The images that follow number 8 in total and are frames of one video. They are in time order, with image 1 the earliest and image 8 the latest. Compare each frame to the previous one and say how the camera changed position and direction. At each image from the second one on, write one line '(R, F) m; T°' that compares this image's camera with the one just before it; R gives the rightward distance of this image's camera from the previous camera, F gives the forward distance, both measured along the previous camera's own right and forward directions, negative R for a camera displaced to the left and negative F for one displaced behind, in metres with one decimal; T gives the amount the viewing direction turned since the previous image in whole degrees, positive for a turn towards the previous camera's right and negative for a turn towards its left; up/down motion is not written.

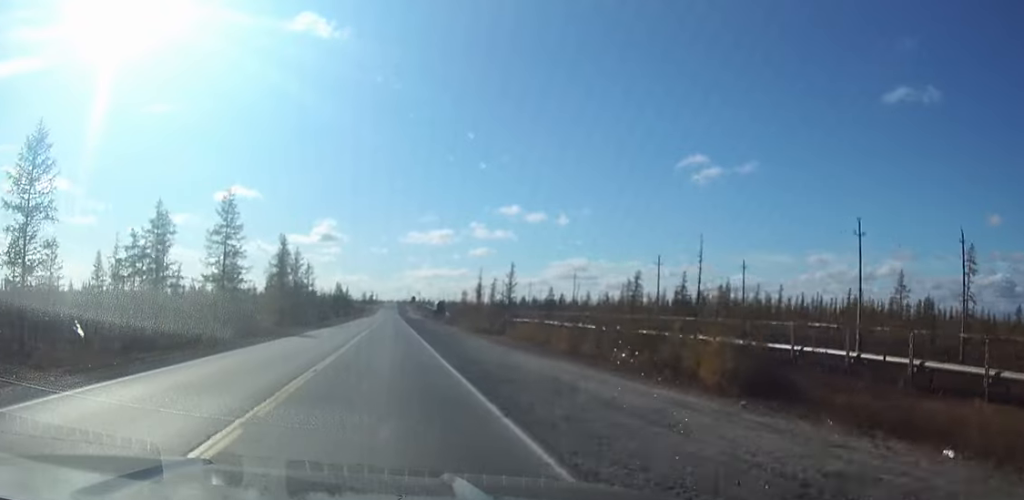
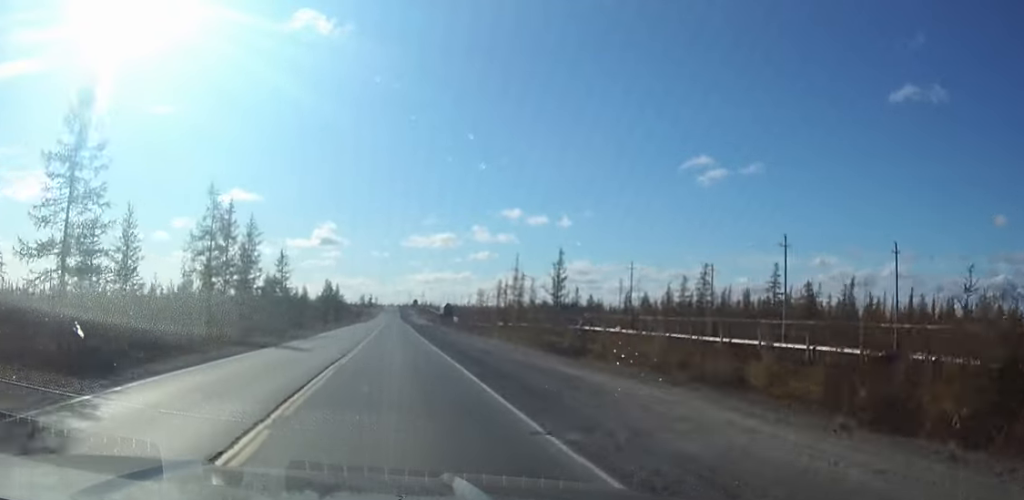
(+0.1, +30.7) m; +1°
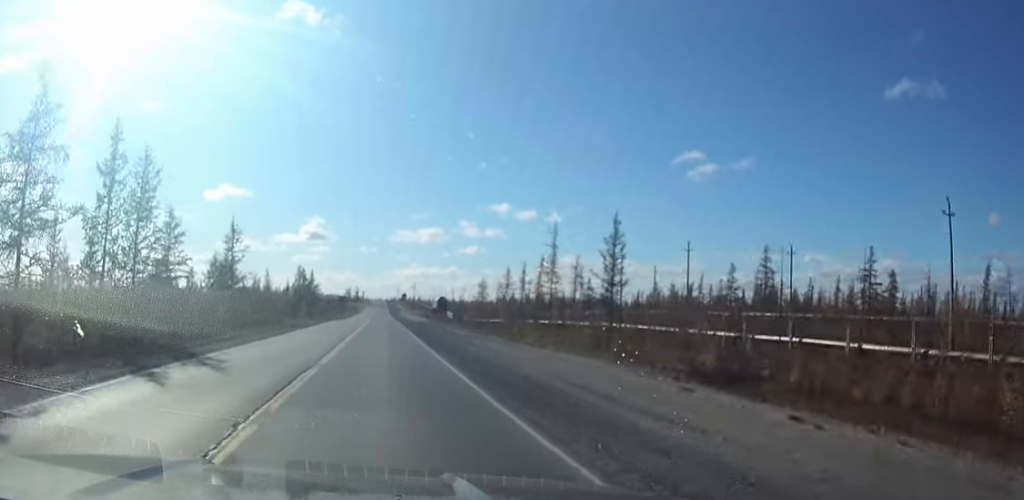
(+0.2, +23.8) m; 0°
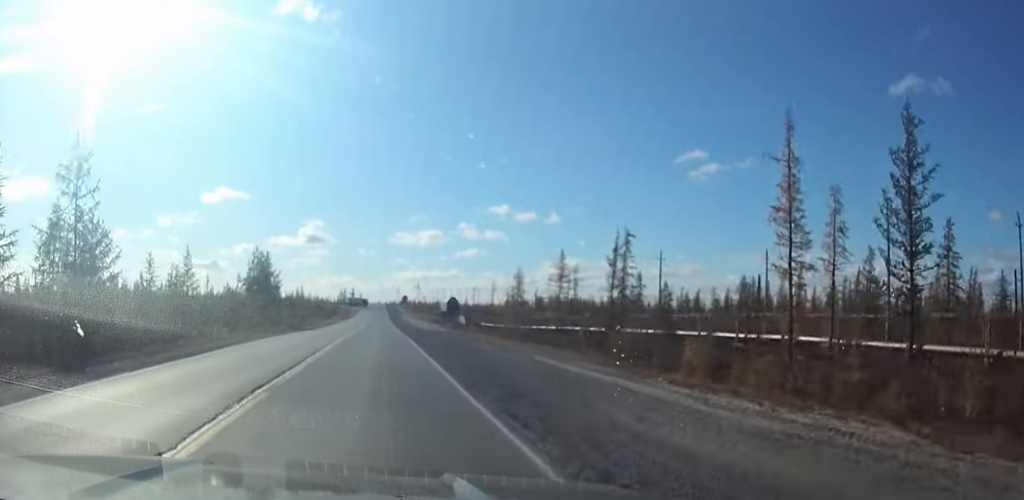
(0.0, +36.9) m; 0°
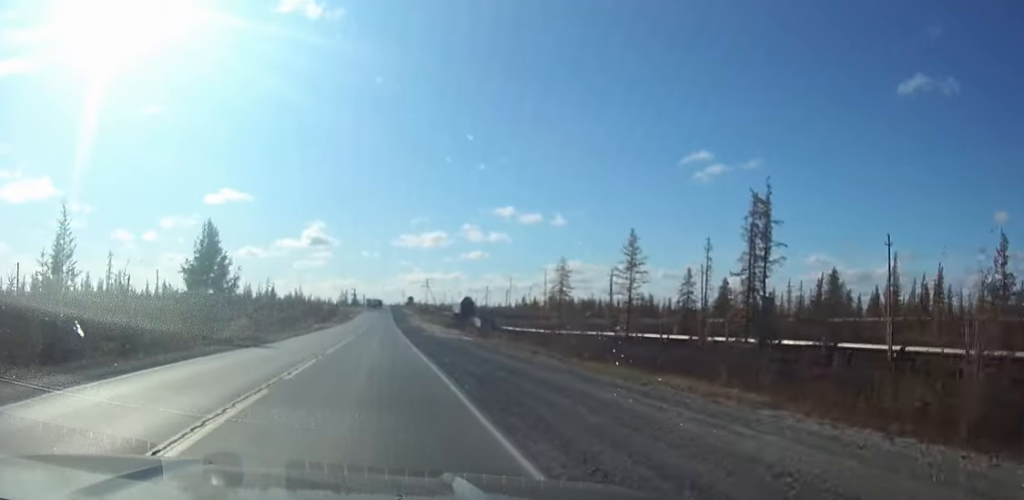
(0.0, +21.8) m; 0°
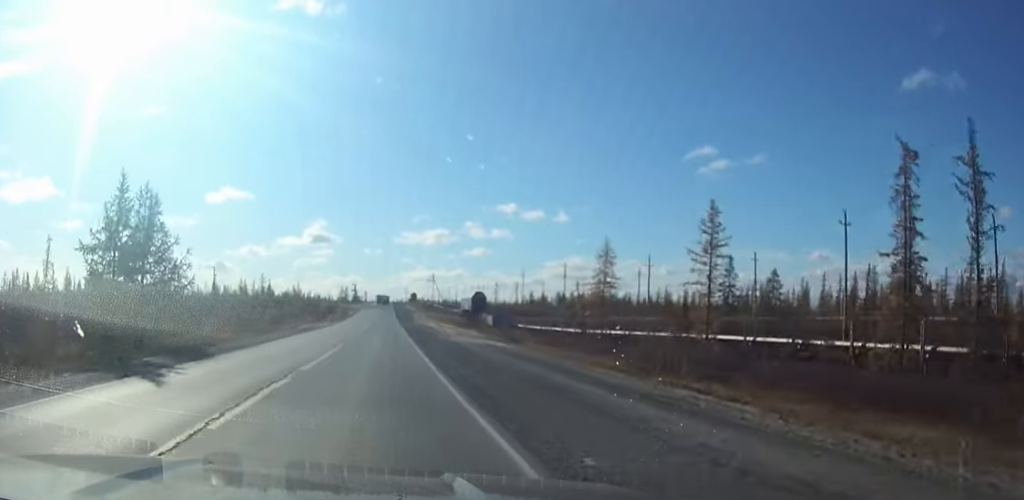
(0.0, +14.8) m; 0°
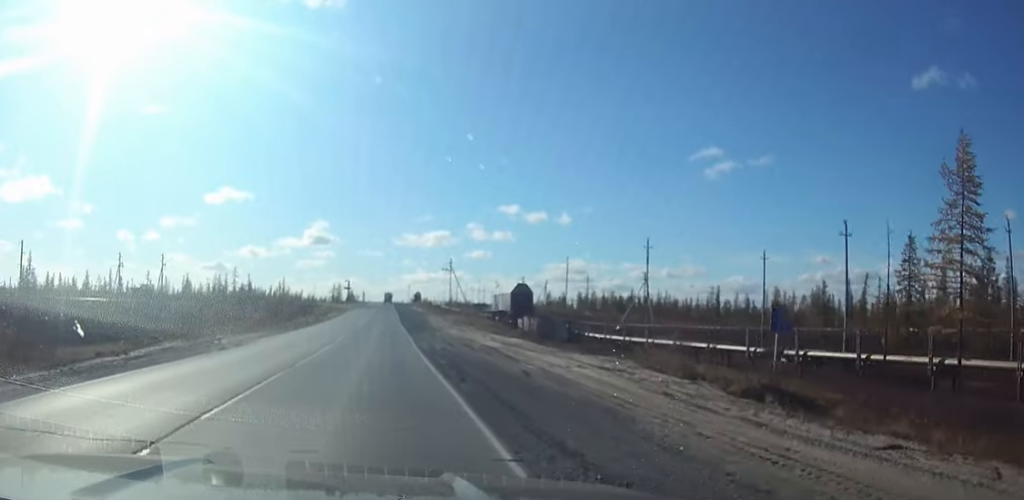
(-0.1, +42.9) m; 0°
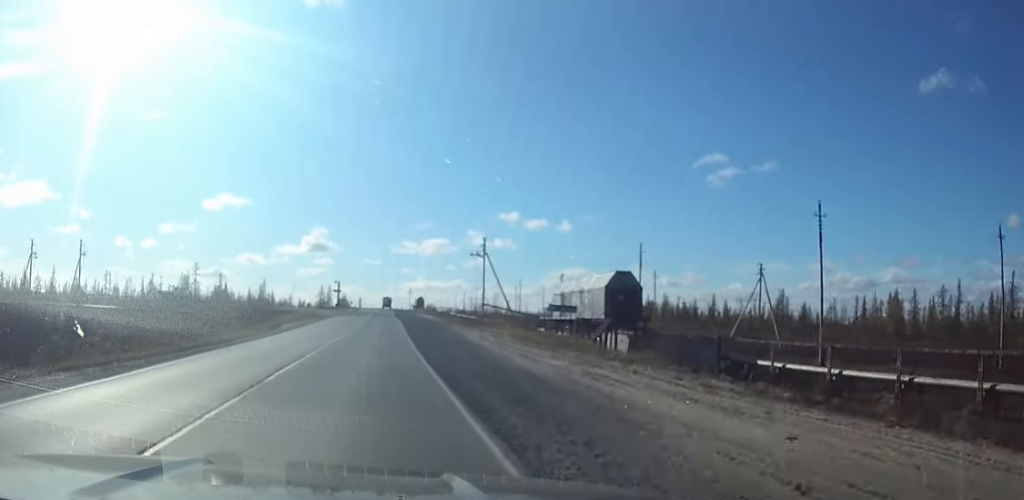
(0.0, +38.8) m; 0°
